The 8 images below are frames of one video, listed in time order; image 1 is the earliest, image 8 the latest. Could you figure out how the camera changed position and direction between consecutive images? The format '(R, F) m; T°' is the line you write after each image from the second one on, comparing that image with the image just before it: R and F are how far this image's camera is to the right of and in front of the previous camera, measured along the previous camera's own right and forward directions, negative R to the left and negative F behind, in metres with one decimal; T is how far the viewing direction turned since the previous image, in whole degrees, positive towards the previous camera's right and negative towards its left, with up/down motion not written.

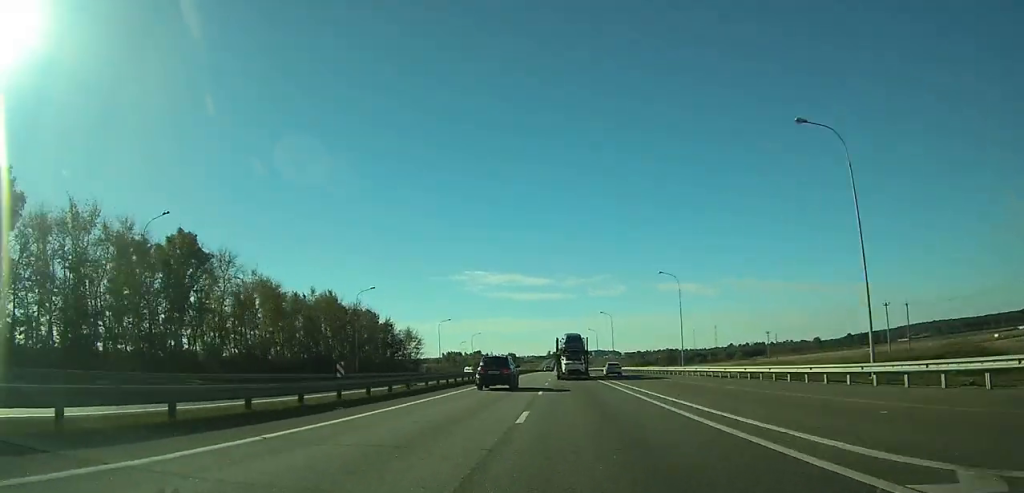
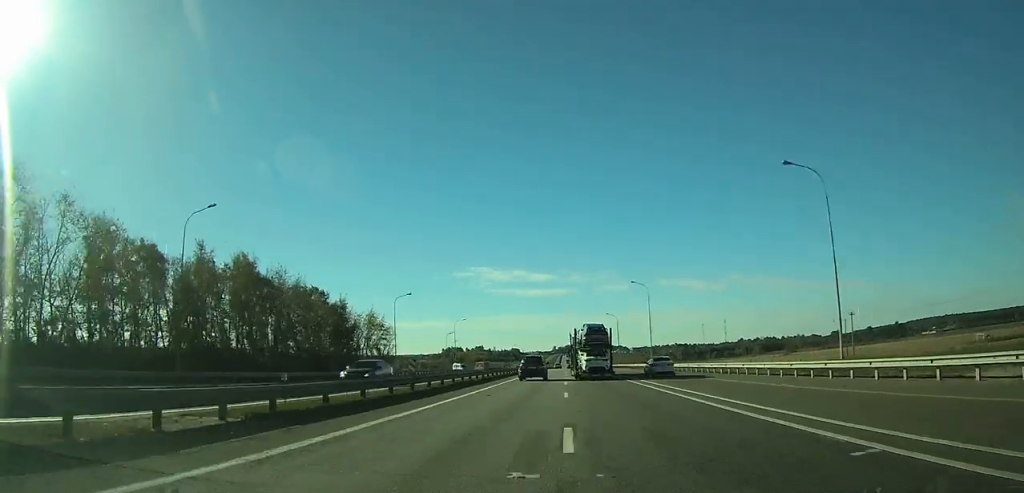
(-0.2, +42.3) m; 0°
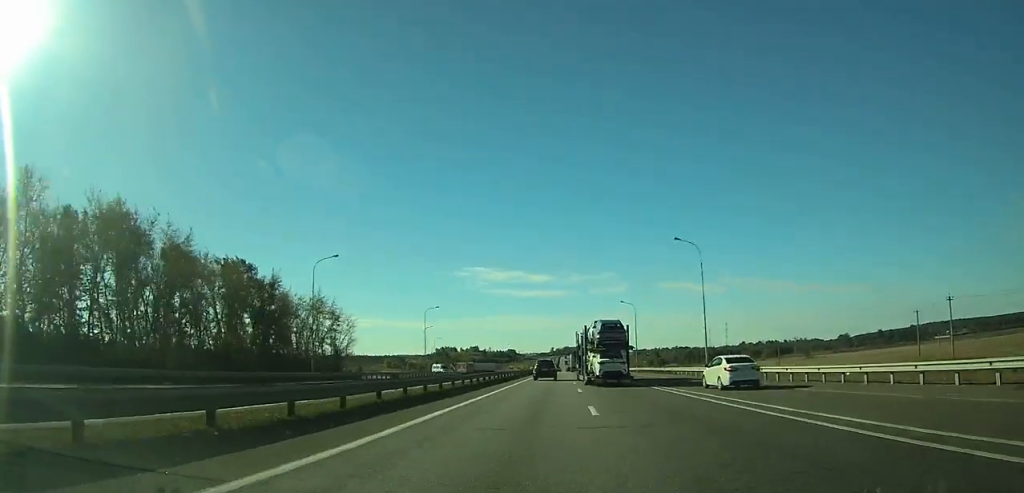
(-0.1, +31.2) m; 0°
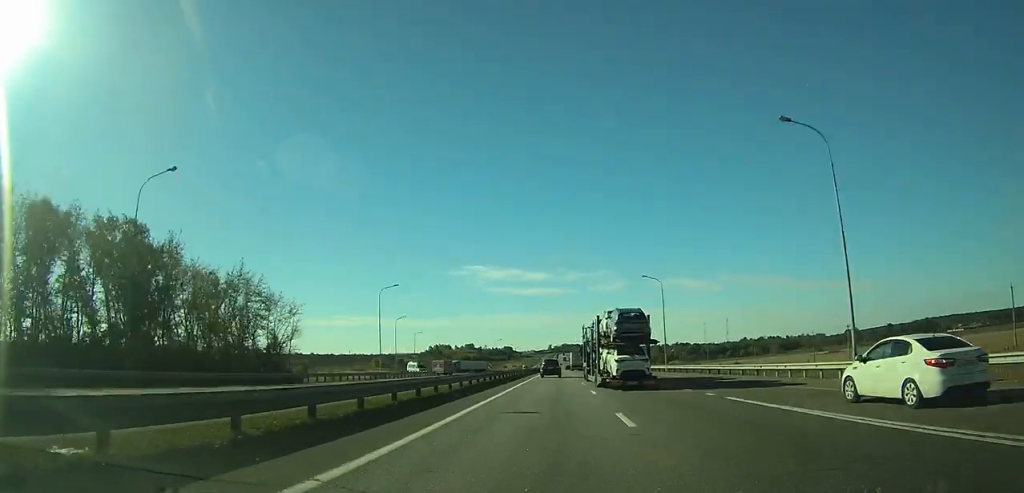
(+0.1, +27.4) m; 0°
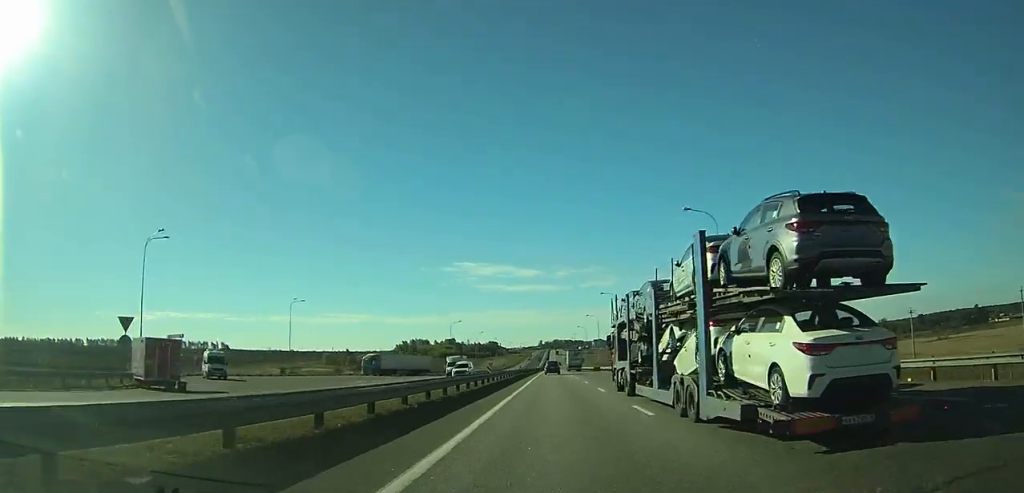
(+0.6, +82.0) m; +1°
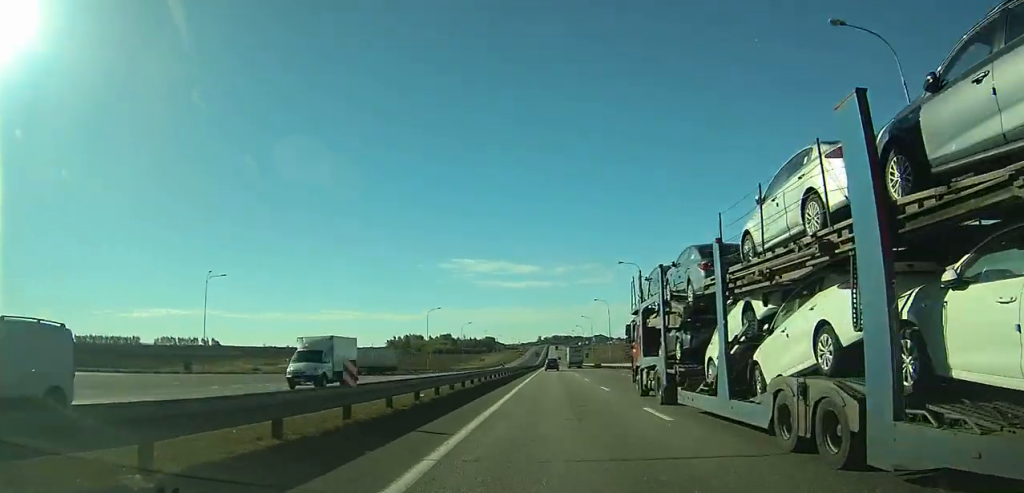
(0.0, +25.4) m; 0°
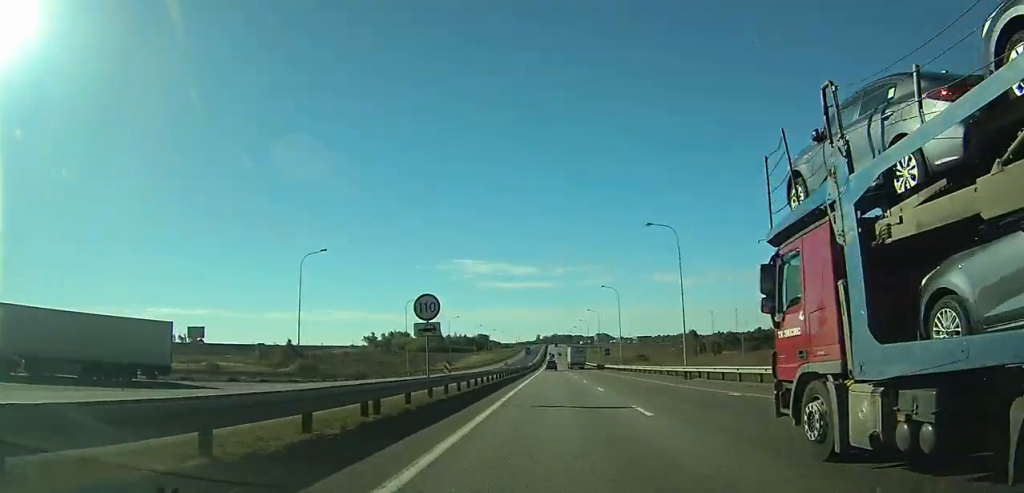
(+0.2, +57.7) m; 0°
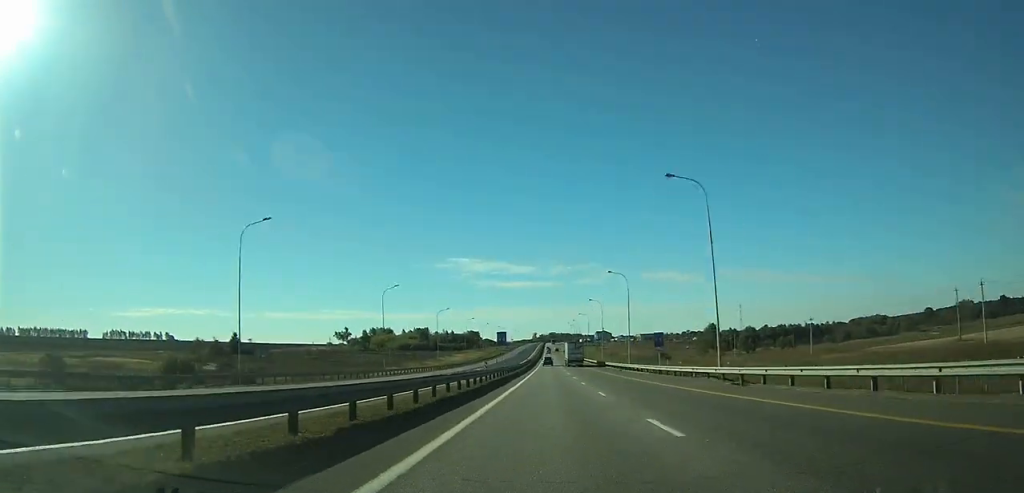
(+0.1, +50.0) m; 0°
